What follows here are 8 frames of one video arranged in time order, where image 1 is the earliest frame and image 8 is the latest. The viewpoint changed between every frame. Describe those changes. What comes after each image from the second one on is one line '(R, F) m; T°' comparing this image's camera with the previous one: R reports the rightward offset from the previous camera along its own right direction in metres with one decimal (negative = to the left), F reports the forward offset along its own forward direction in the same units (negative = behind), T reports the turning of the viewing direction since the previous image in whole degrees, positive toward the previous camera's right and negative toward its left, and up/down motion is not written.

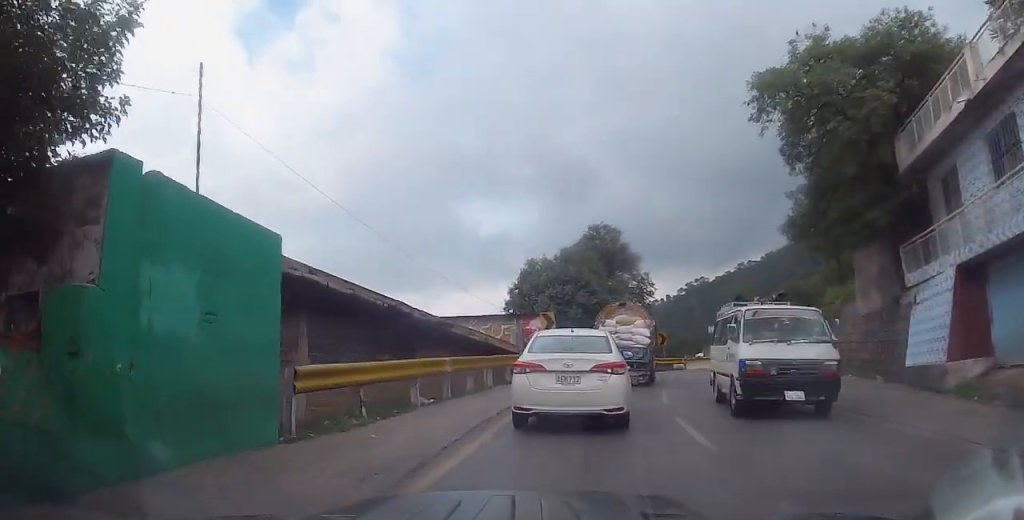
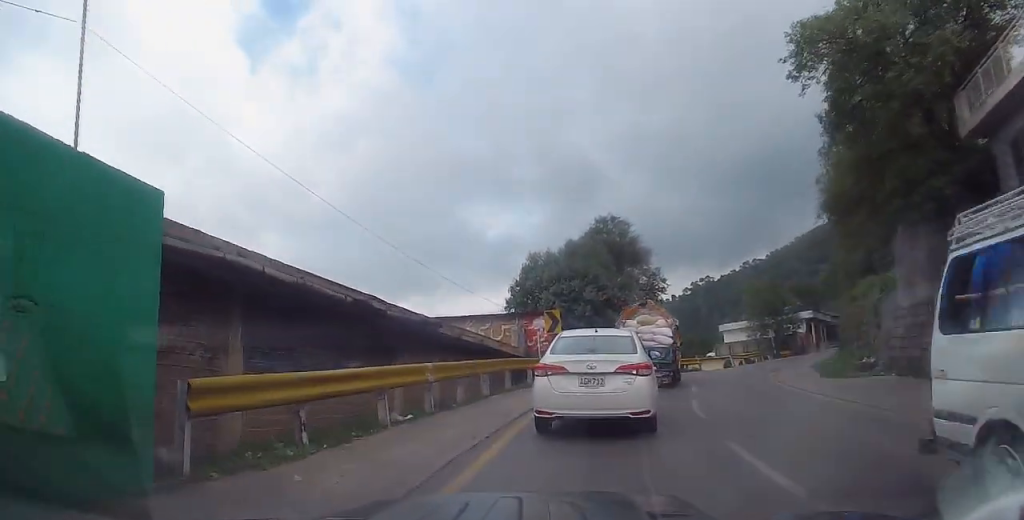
(0.0, +2.7) m; 0°
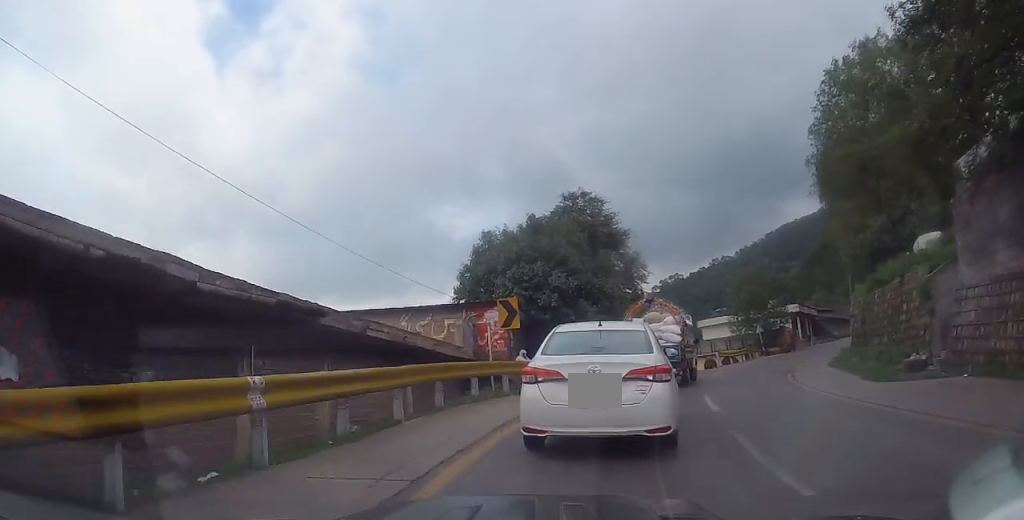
(0.0, +5.6) m; 0°
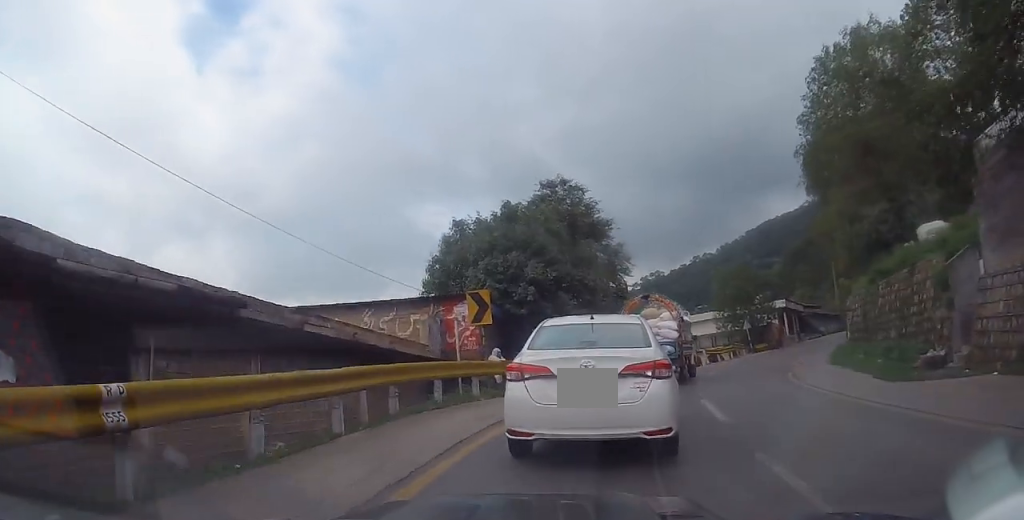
(0.0, +2.0) m; 0°
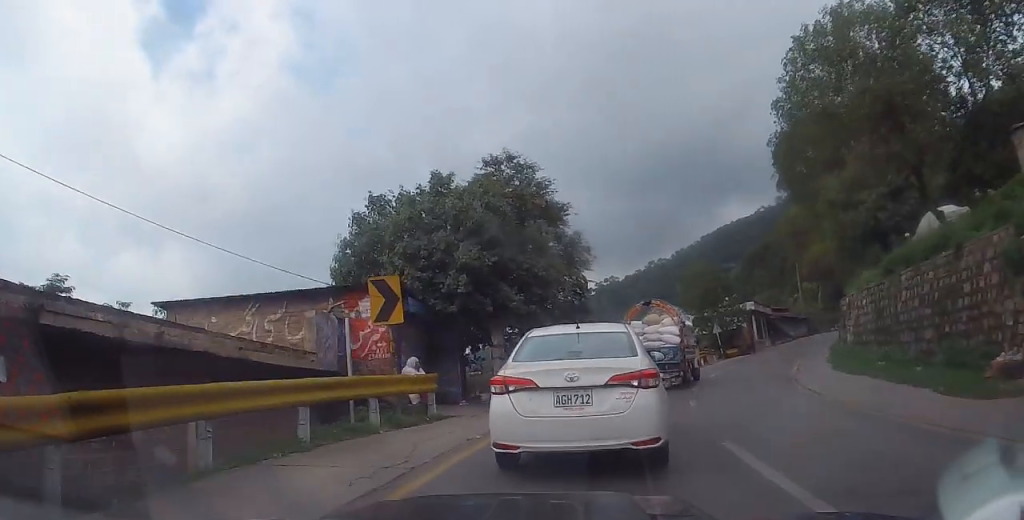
(+0.1, +4.9) m; +8°
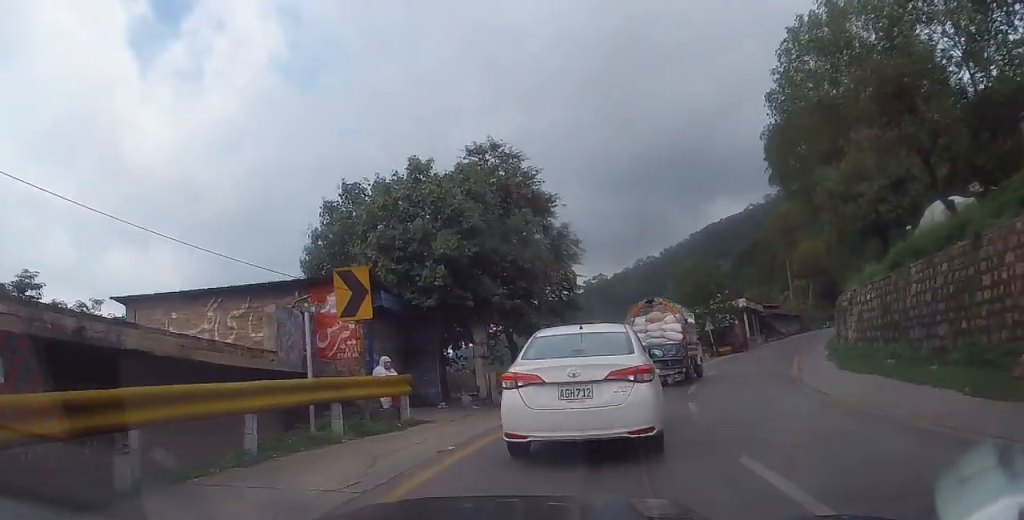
(+0.1, +1.3) m; +5°
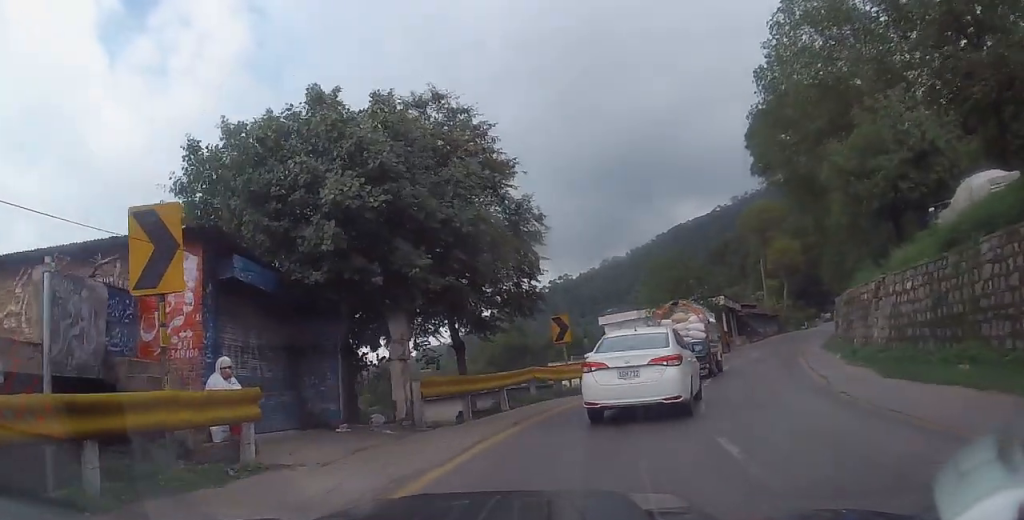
(+0.1, +5.1) m; -4°
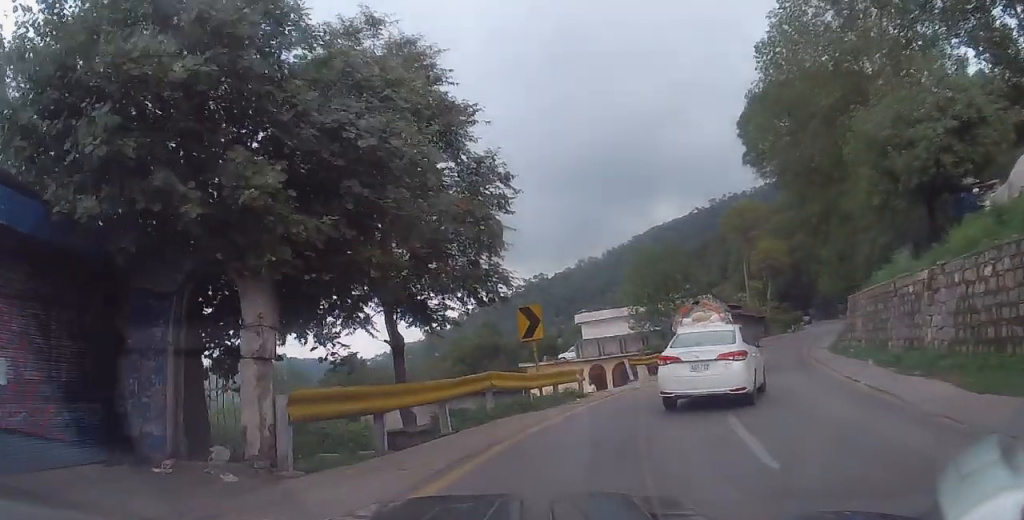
(-0.2, +4.5) m; +4°
